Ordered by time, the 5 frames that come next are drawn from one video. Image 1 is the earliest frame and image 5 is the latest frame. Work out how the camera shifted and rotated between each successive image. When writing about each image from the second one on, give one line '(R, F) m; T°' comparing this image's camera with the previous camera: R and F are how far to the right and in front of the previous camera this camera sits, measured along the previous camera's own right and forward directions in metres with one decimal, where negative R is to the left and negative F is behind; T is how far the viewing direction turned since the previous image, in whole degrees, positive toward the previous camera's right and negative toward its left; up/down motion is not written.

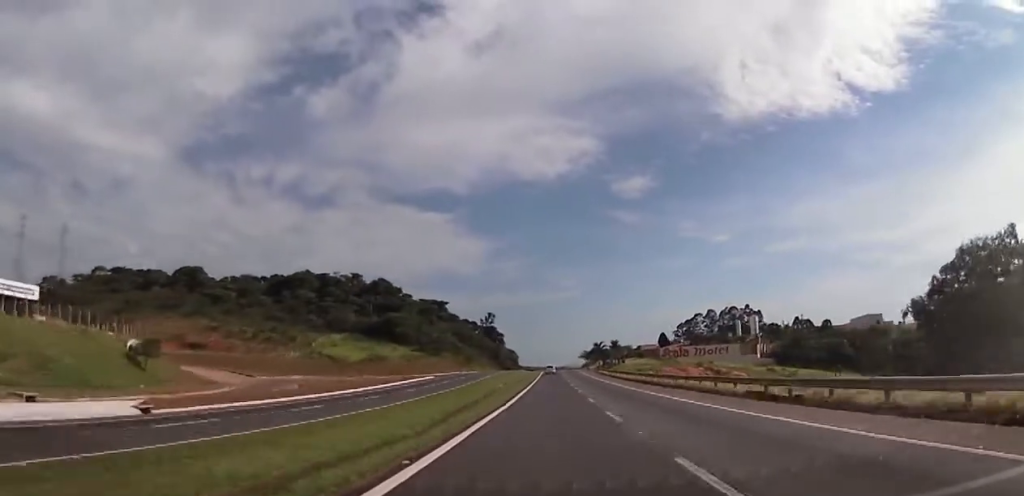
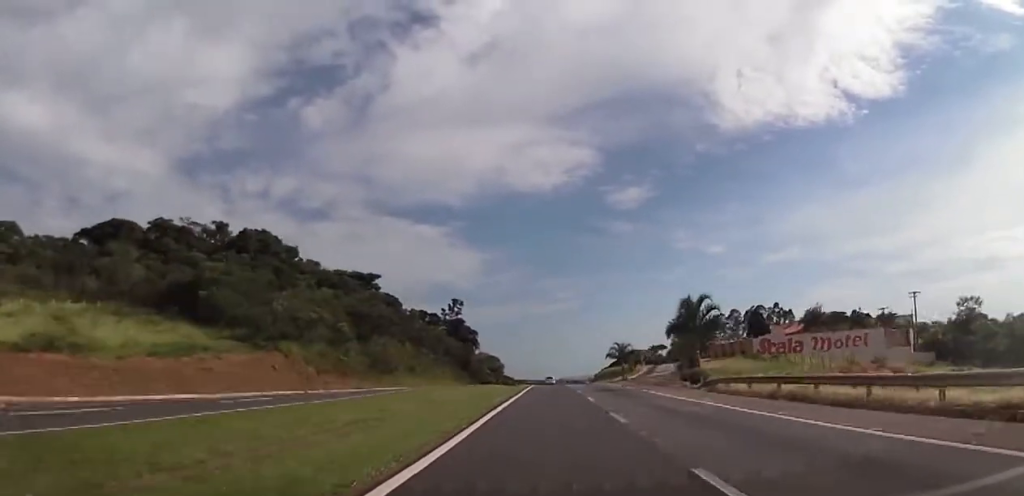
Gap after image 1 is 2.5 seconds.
(-0.1, +94.8) m; +1°
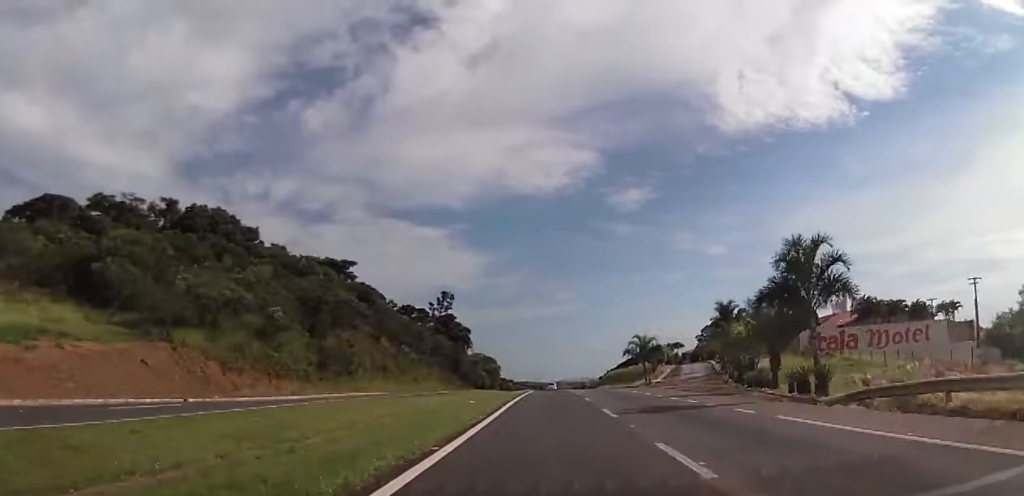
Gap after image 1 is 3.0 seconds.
(+0.1, +20.3) m; 0°
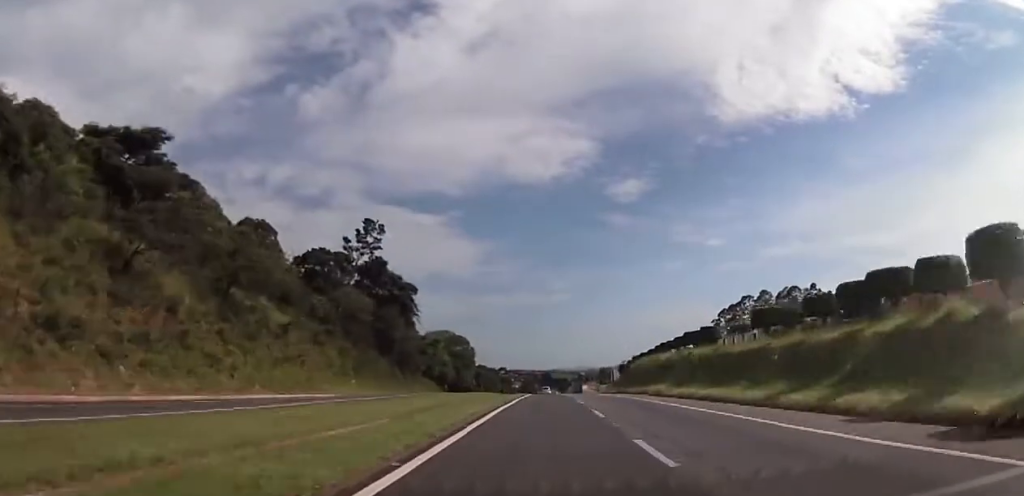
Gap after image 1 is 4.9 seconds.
(-0.5, +69.7) m; 0°
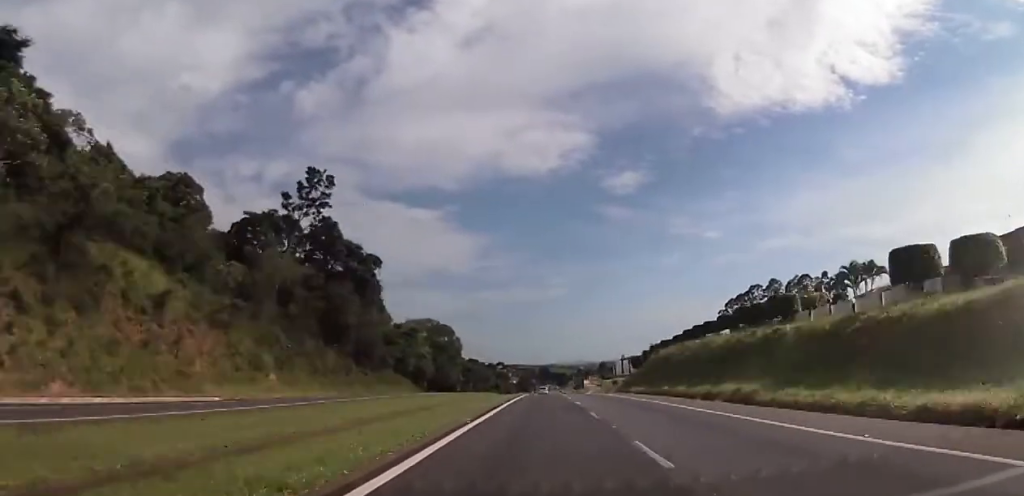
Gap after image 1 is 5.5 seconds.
(+0.2, +24.0) m; +1°
